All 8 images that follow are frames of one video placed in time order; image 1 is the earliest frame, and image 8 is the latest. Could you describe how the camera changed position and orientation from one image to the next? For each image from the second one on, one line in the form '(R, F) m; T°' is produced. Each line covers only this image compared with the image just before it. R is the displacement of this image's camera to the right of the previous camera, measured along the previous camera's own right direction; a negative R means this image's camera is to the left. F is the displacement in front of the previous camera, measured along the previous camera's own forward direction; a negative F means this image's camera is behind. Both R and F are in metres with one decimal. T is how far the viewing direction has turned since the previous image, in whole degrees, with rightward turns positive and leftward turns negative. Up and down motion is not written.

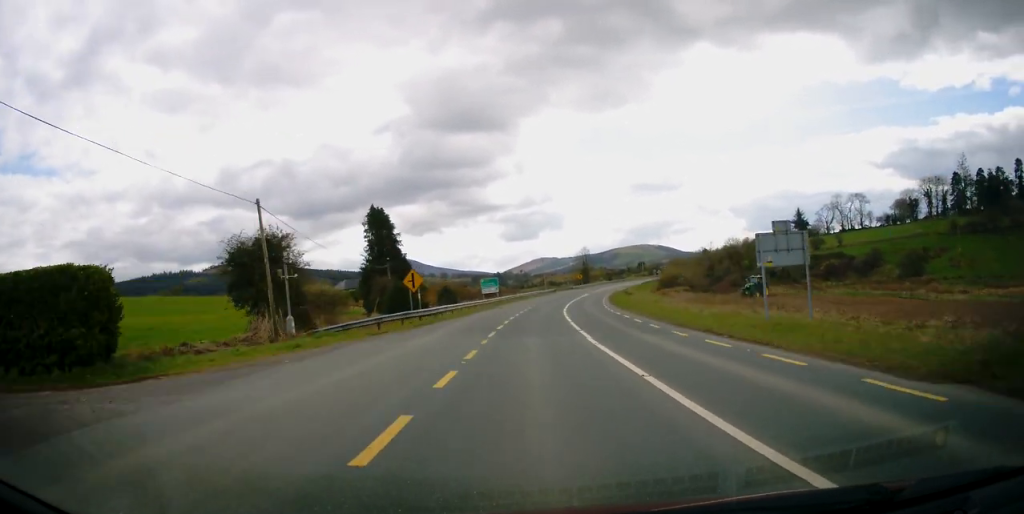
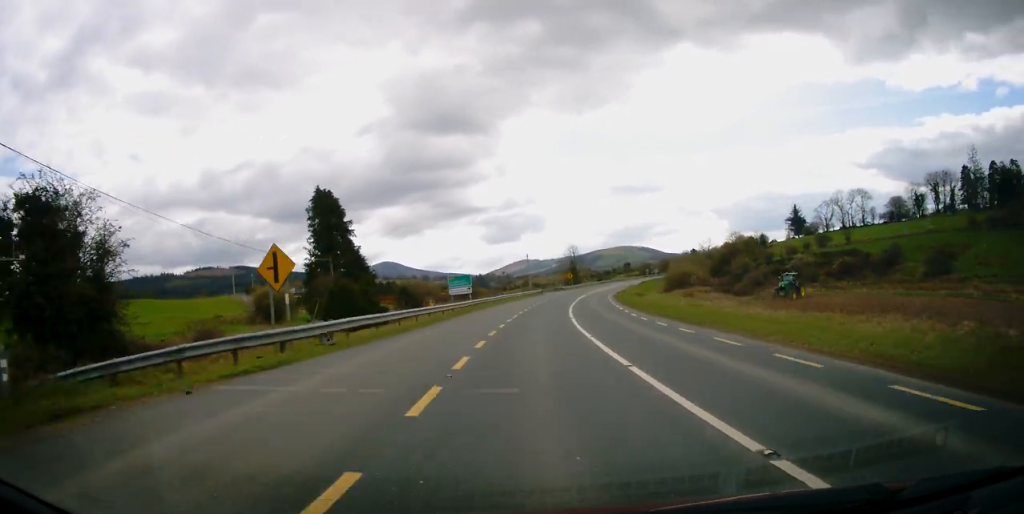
(+0.3, +16.7) m; +2°
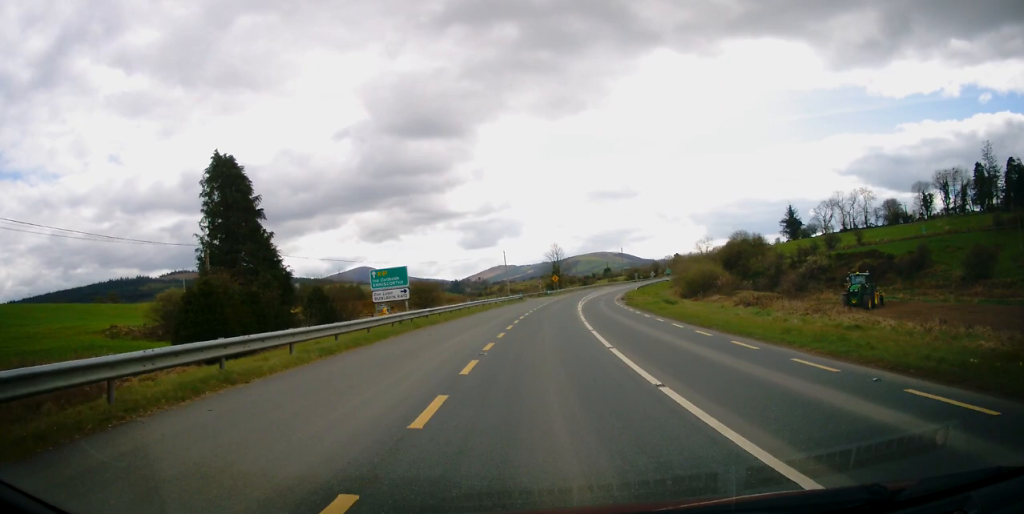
(+0.5, +20.5) m; +3°
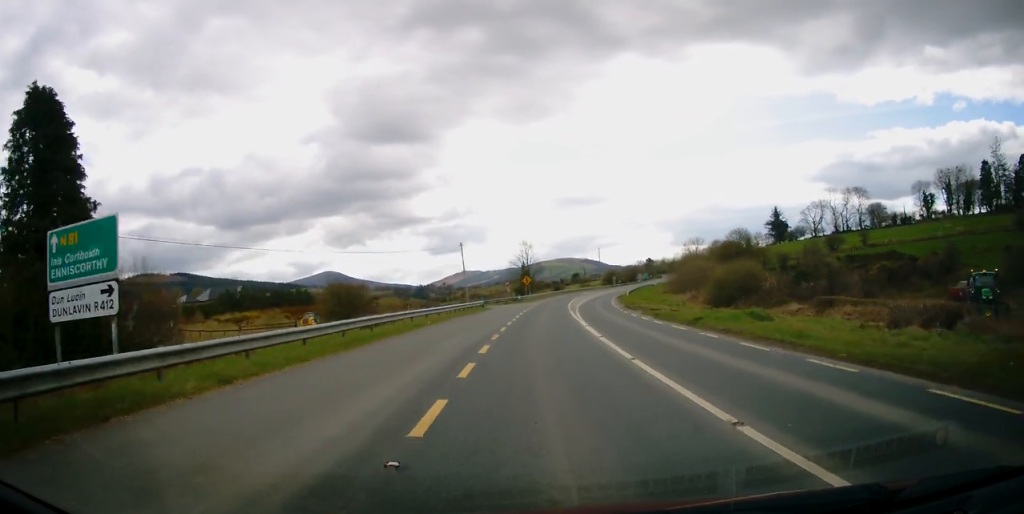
(+0.3, +20.6) m; +2°
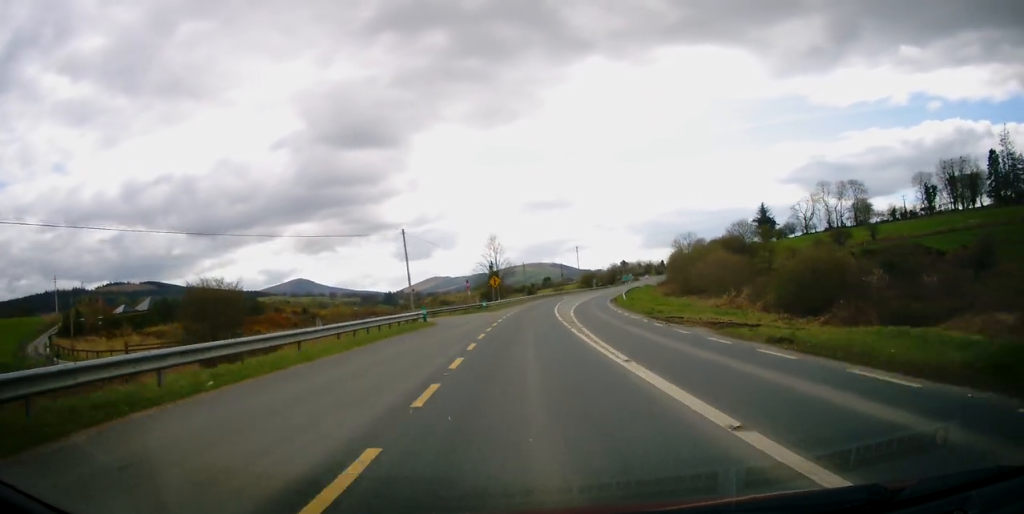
(+0.3, +18.4) m; +2°
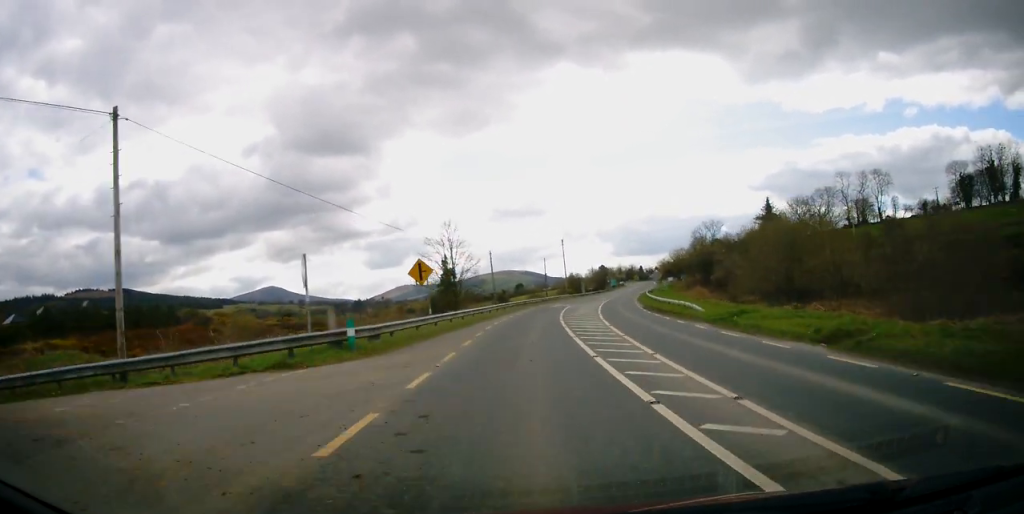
(+1.1, +34.1) m; +4°
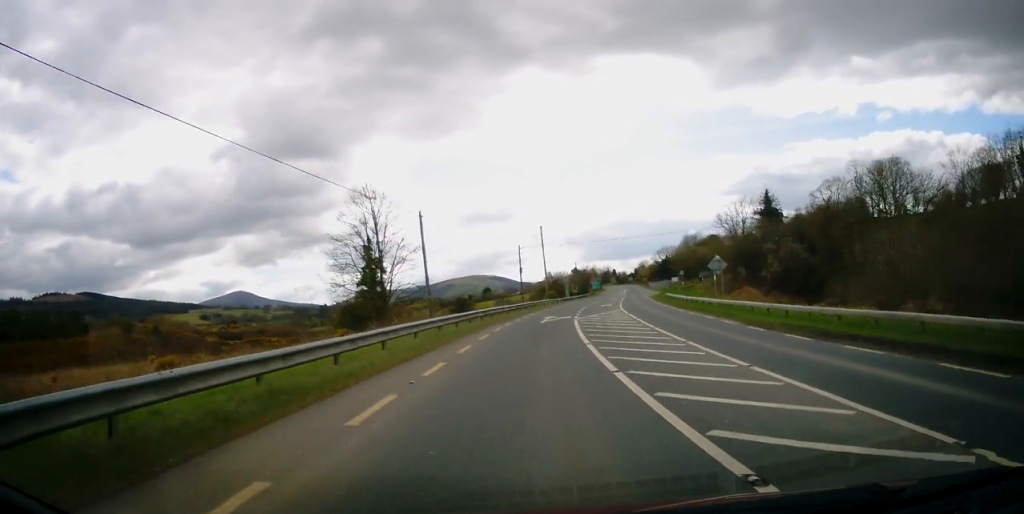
(+0.7, +26.9) m; +3°
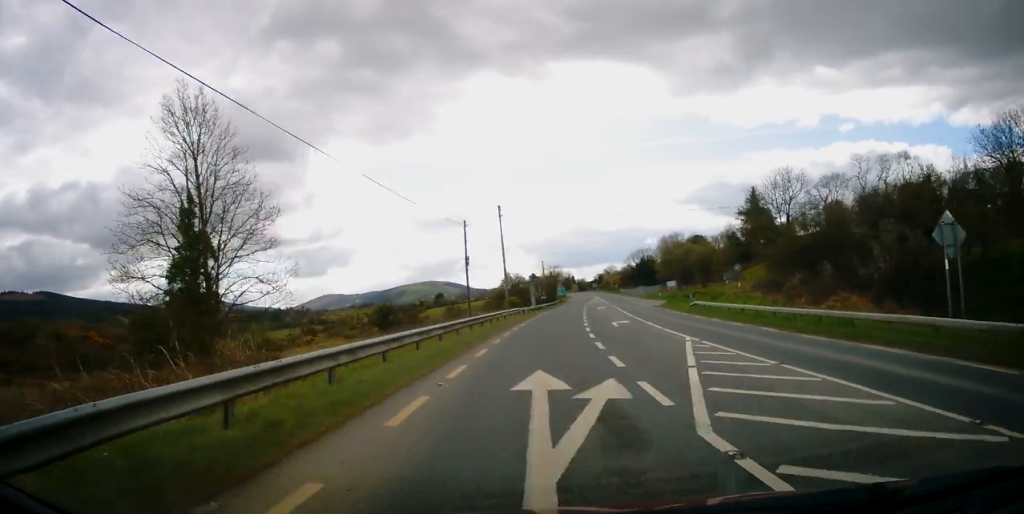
(+0.5, +24.0) m; +4°
